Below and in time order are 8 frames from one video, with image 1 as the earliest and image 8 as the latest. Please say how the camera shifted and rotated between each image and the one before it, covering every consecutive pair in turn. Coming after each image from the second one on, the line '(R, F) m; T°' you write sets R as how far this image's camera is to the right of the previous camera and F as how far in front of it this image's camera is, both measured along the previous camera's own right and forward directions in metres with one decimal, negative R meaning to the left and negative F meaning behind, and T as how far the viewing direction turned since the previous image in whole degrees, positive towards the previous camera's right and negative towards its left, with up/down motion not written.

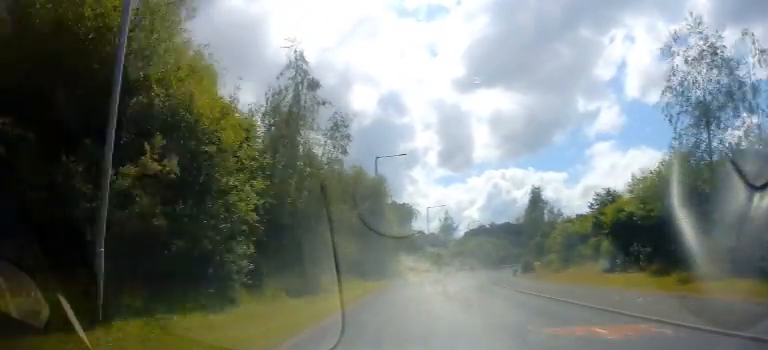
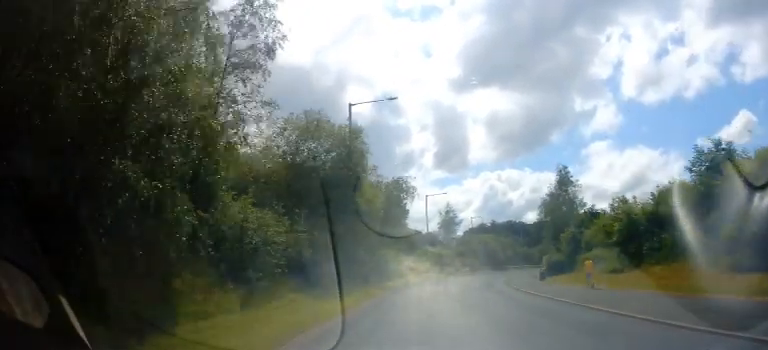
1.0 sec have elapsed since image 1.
(0.0, +14.1) m; +1°
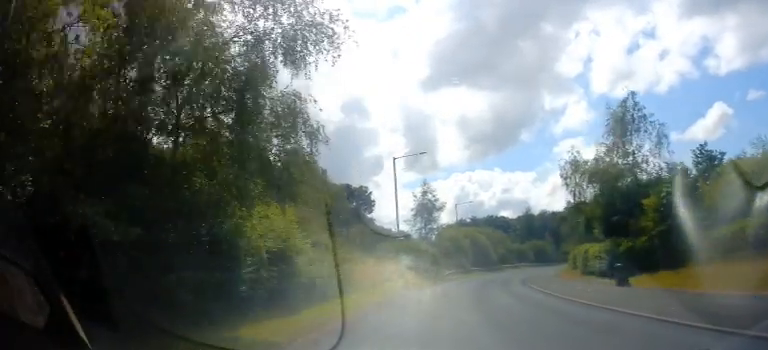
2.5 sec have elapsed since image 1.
(+0.3, +21.8) m; +3°
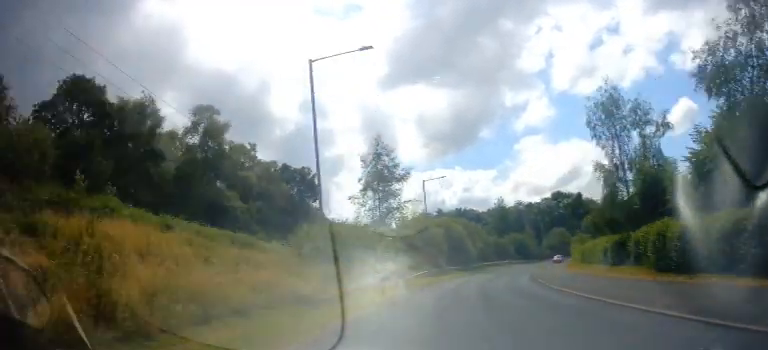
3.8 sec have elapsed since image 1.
(+0.6, +17.6) m; +3°
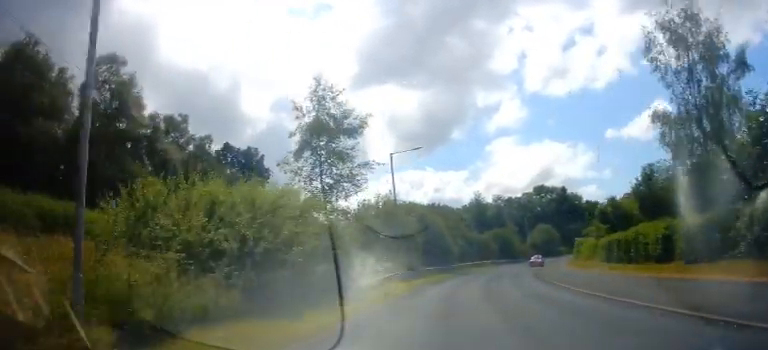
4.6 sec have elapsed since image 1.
(0.0, +12.4) m; +4°
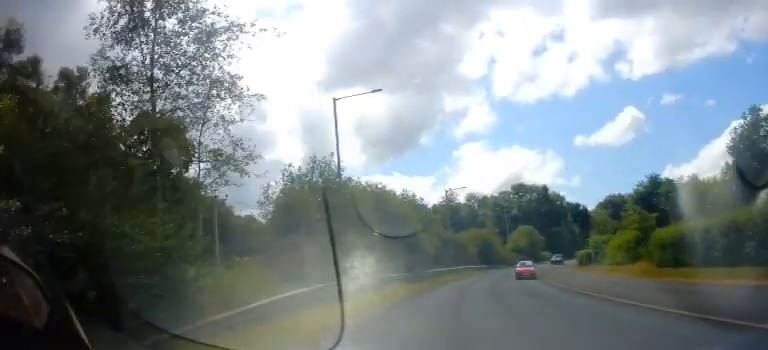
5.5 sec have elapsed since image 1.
(+1.0, +13.8) m; +6°
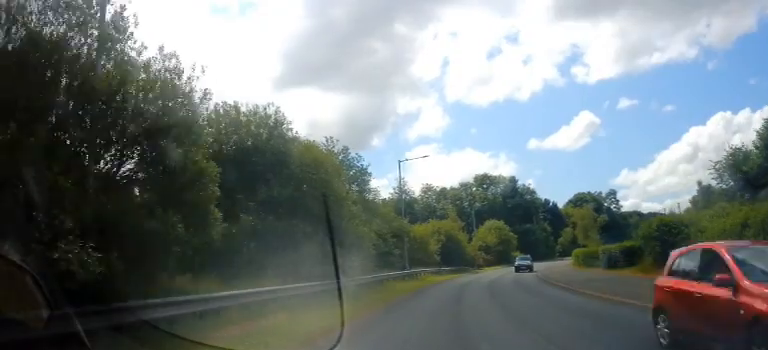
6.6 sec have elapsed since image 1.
(+0.5, +16.8) m; +3°
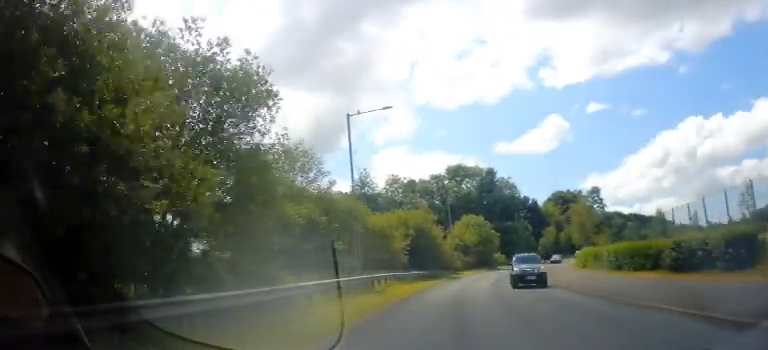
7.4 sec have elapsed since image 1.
(0.0, +13.1) m; +4°
